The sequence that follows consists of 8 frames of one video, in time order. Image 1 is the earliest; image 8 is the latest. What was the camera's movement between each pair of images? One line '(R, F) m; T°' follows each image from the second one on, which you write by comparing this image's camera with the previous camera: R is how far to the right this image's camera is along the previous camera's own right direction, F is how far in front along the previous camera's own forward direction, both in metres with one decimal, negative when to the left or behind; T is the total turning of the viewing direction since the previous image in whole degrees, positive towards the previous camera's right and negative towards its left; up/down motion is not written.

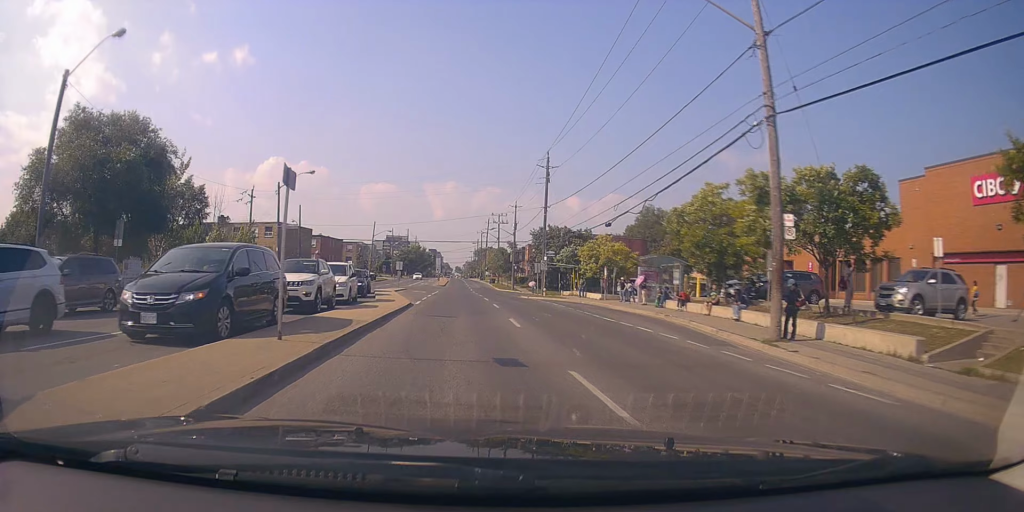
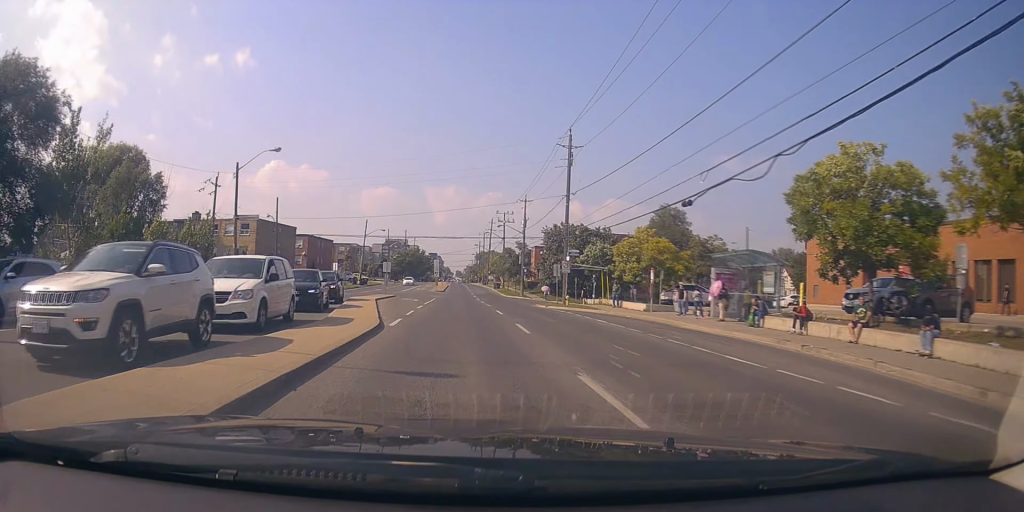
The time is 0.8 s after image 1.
(-0.5, +10.6) m; 0°
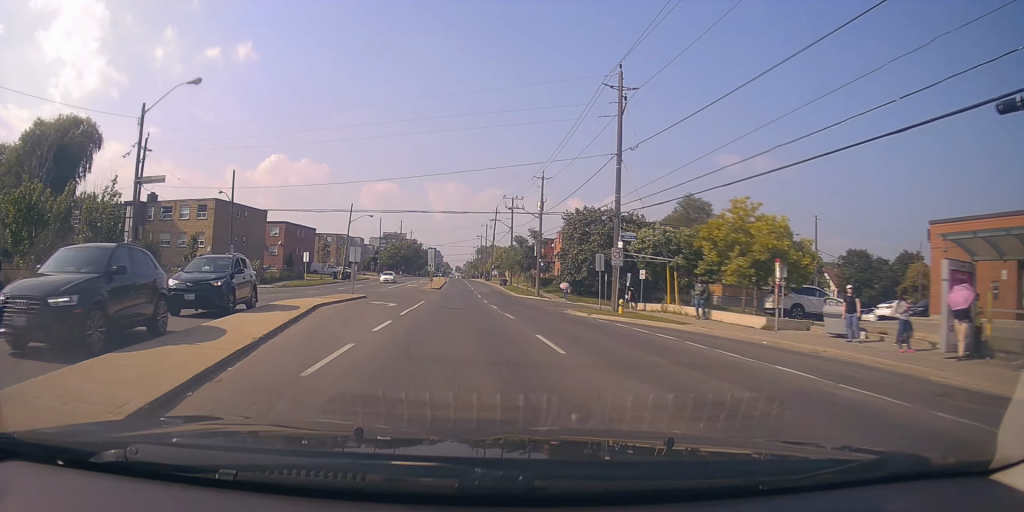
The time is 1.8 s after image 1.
(+0.4, +14.0) m; +2°
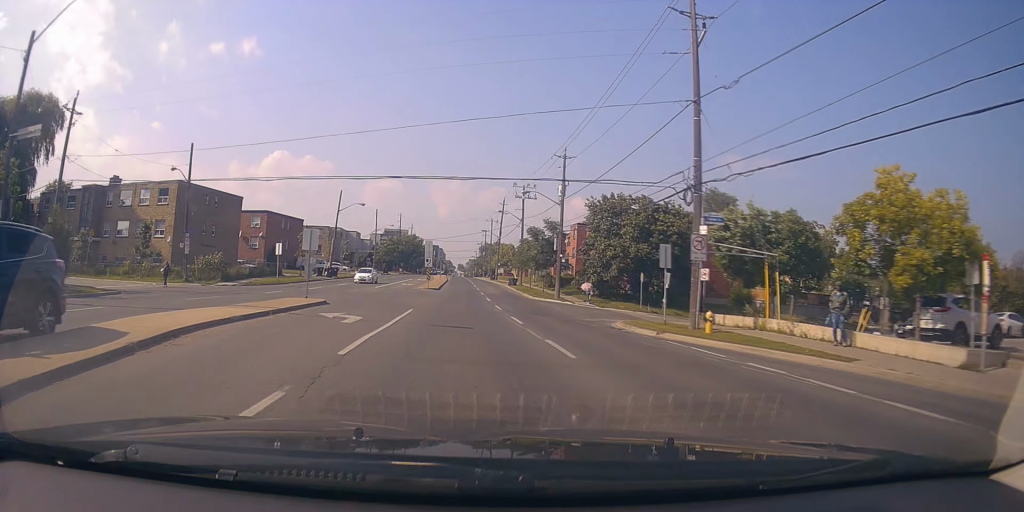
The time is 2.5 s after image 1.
(+0.1, +10.2) m; 0°
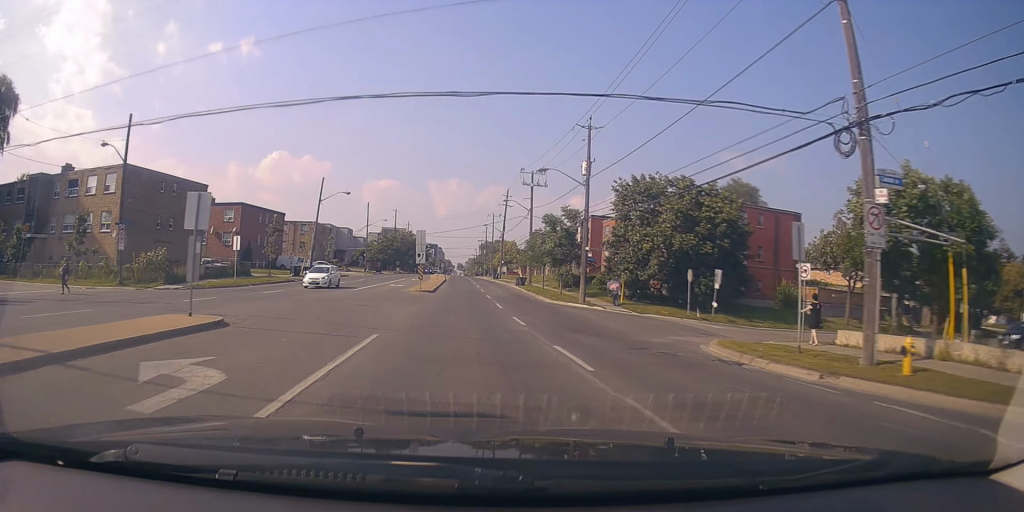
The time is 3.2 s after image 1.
(-0.1, +9.8) m; -2°
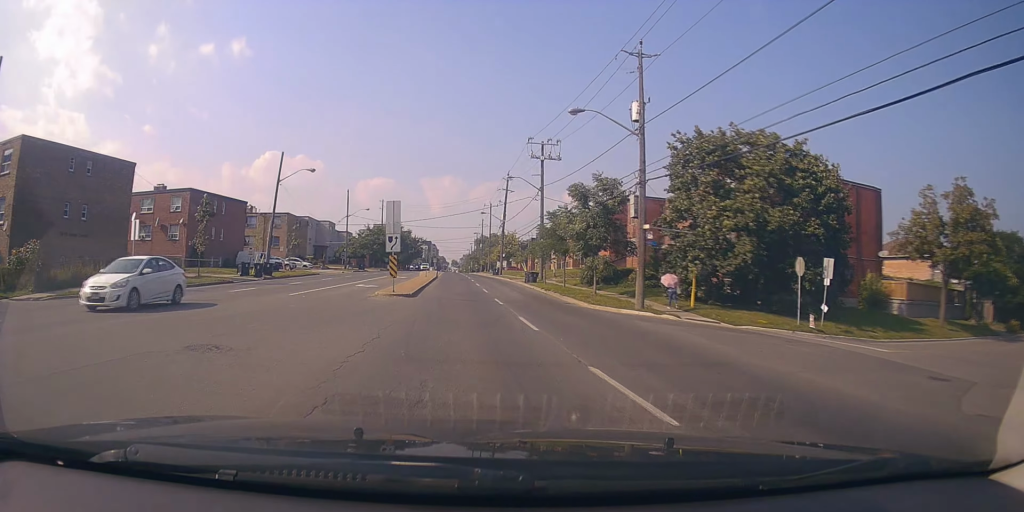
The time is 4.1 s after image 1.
(-0.3, +13.2) m; 0°
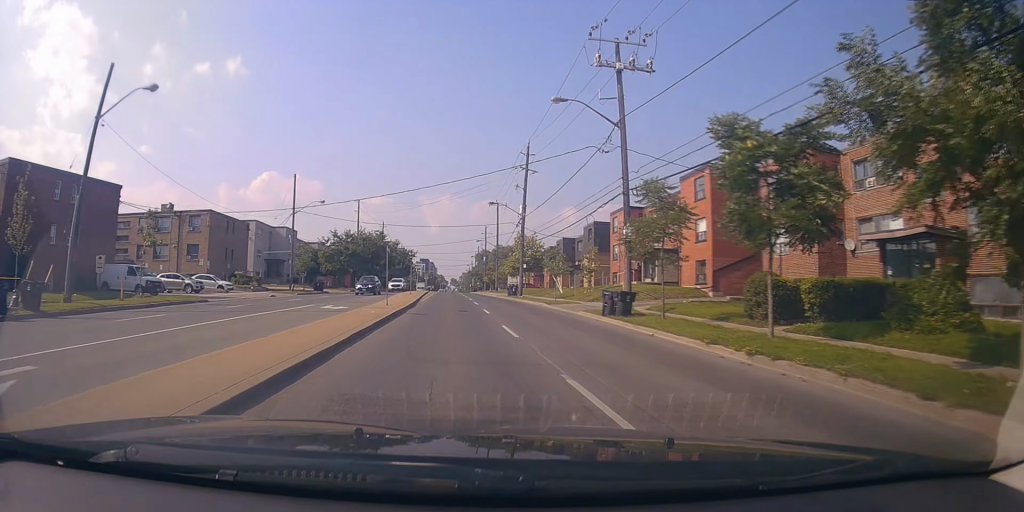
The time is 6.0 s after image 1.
(+0.7, +28.1) m; +3°
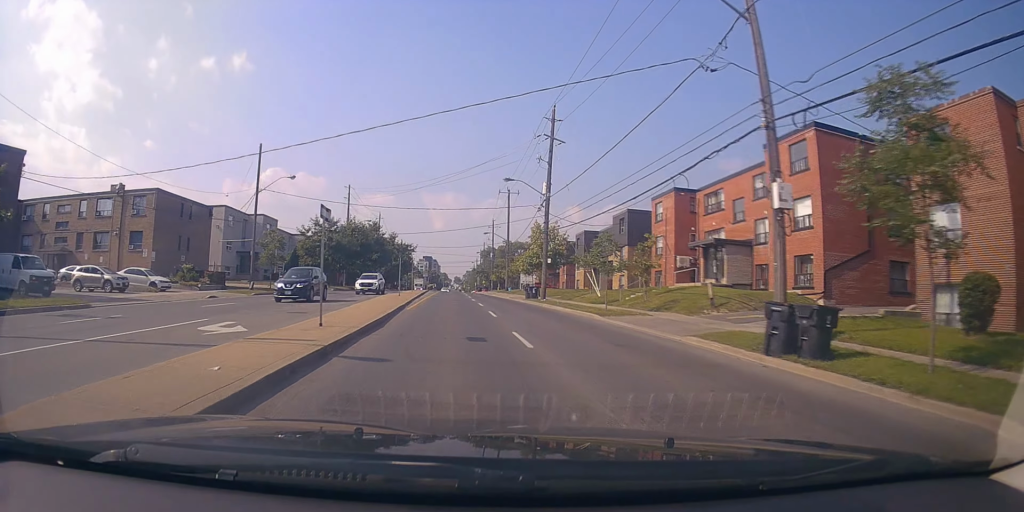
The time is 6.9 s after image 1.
(+0.2, +12.5) m; 0°
